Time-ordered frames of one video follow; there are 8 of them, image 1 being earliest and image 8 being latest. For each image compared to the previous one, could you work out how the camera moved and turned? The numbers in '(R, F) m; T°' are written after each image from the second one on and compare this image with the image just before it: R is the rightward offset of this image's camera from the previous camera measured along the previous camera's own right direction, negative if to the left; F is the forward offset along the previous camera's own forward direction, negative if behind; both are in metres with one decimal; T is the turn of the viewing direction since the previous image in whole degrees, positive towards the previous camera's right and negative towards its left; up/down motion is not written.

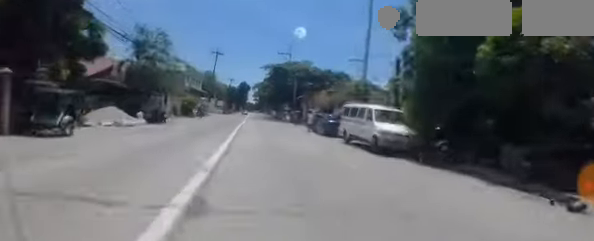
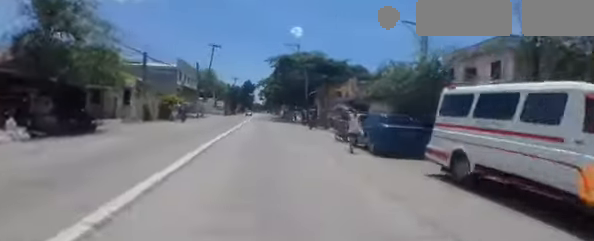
(+0.3, +10.2) m; +1°
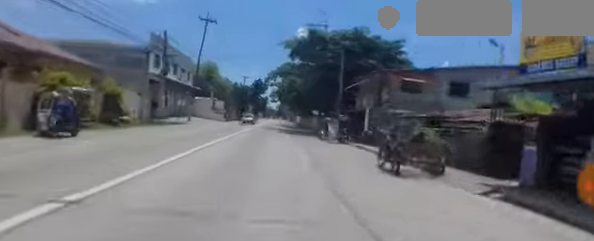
(-0.5, +18.1) m; -3°
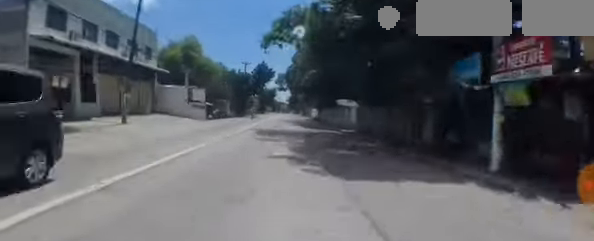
(-0.4, +20.2) m; -1°
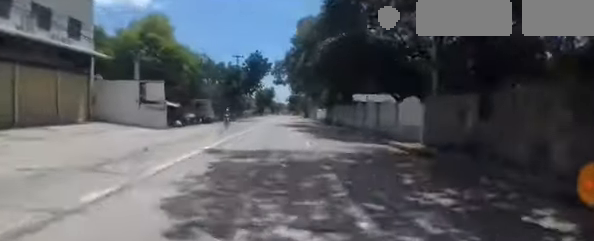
(0.0, +12.0) m; 0°
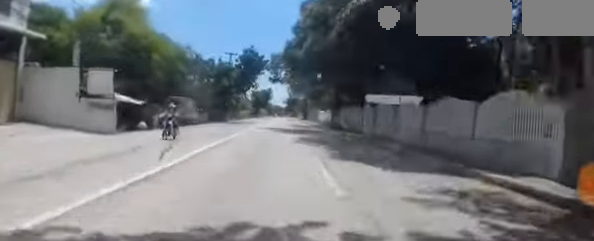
(0.0, +7.9) m; 0°
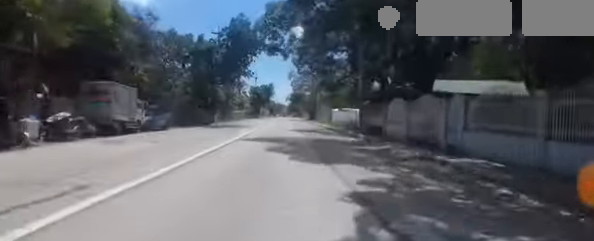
(0.0, +14.0) m; 0°
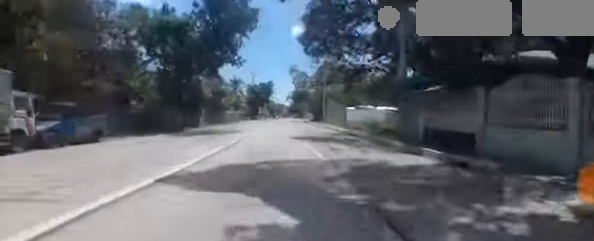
(0.0, +9.7) m; +1°
